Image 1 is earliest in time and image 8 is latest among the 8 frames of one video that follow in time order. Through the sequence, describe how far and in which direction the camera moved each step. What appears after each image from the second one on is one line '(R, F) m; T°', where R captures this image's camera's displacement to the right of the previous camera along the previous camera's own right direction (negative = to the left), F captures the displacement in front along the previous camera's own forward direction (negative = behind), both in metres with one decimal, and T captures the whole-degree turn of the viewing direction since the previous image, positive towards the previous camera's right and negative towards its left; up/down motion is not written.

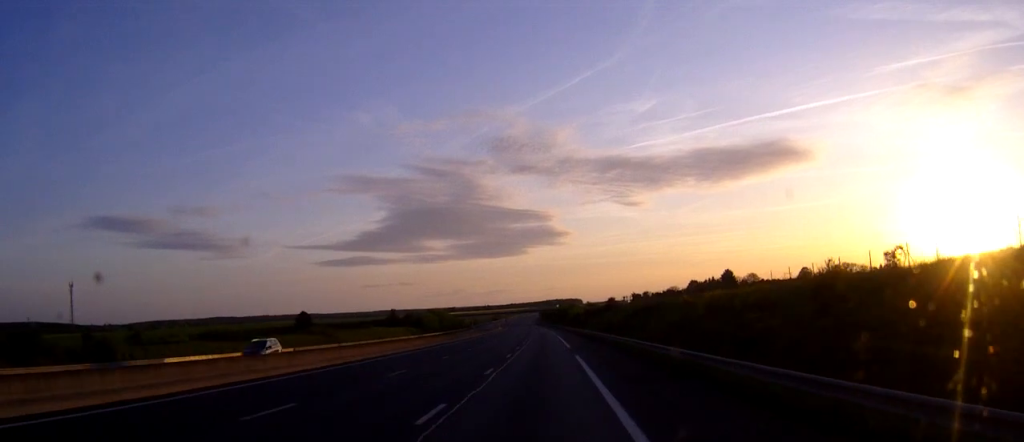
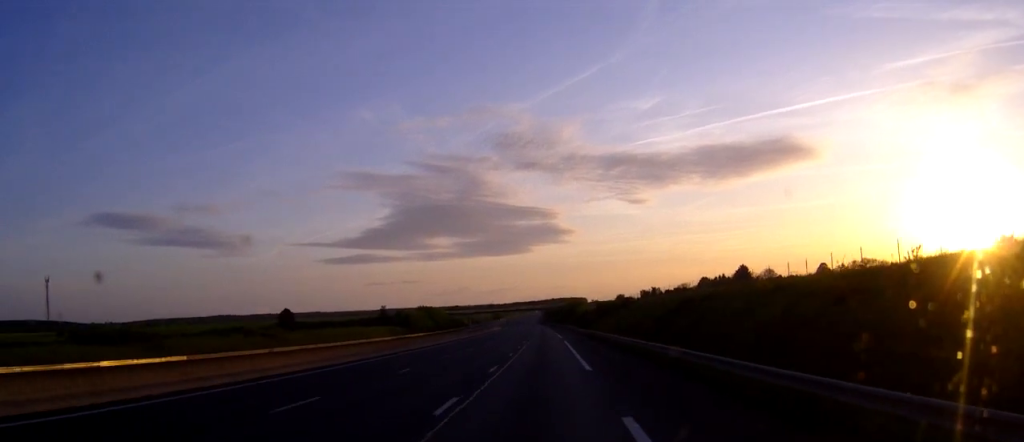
(0.0, +24.6) m; 0°
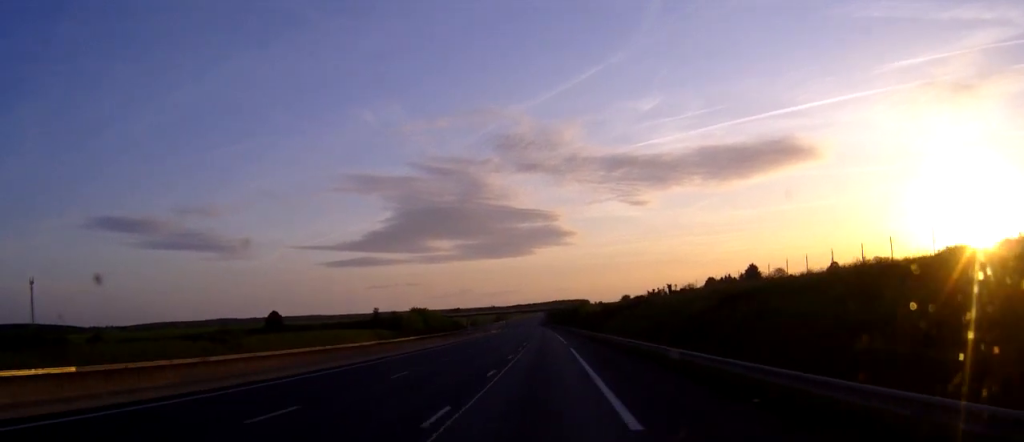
(0.0, +14.6) m; 0°
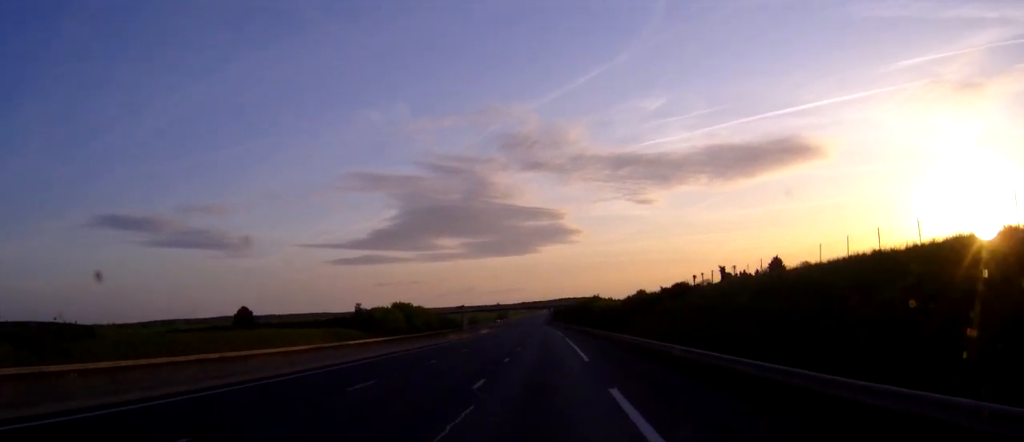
(-0.1, +32.0) m; -1°
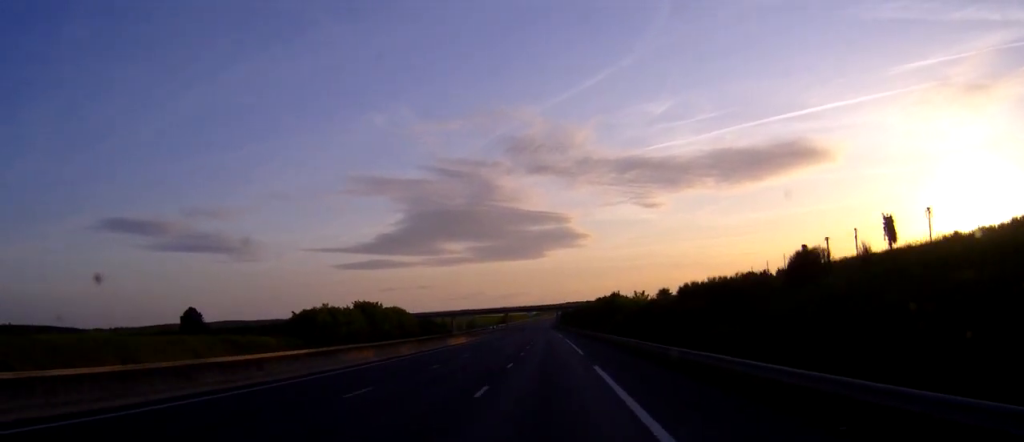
(-0.3, +40.6) m; 0°
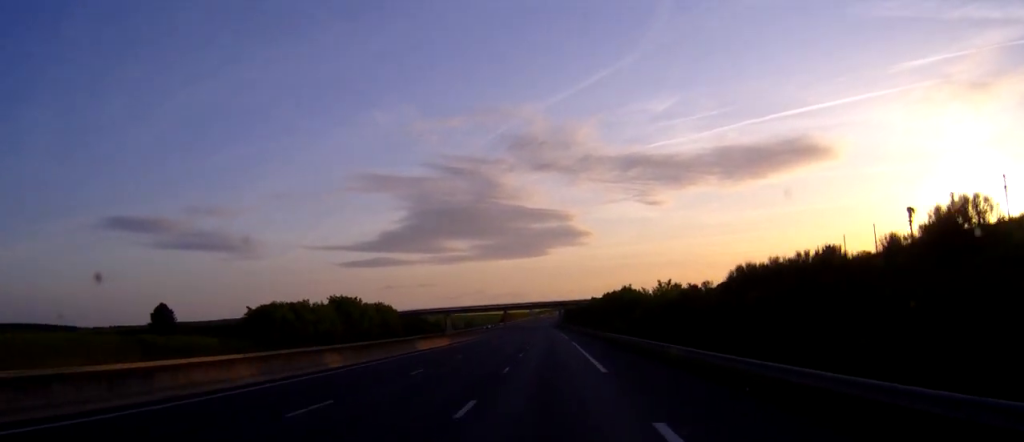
(0.0, +17.6) m; 0°
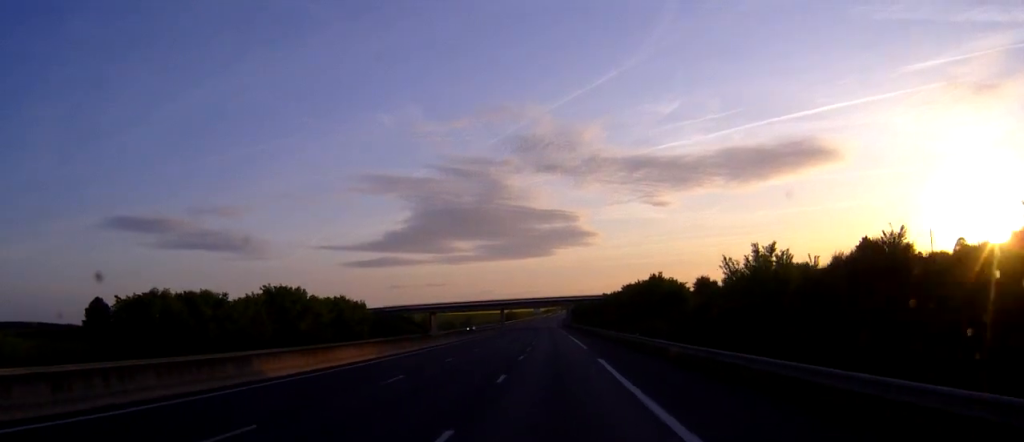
(-0.1, +31.5) m; 0°
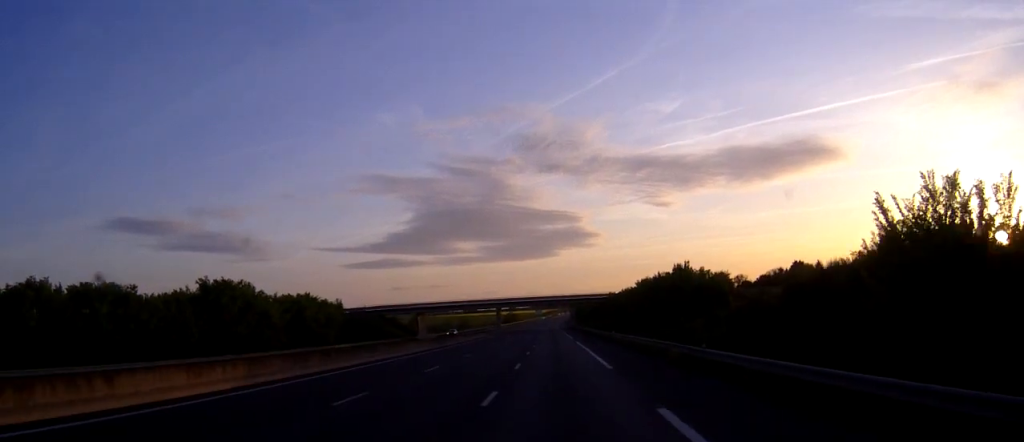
(0.0, +18.6) m; 0°
